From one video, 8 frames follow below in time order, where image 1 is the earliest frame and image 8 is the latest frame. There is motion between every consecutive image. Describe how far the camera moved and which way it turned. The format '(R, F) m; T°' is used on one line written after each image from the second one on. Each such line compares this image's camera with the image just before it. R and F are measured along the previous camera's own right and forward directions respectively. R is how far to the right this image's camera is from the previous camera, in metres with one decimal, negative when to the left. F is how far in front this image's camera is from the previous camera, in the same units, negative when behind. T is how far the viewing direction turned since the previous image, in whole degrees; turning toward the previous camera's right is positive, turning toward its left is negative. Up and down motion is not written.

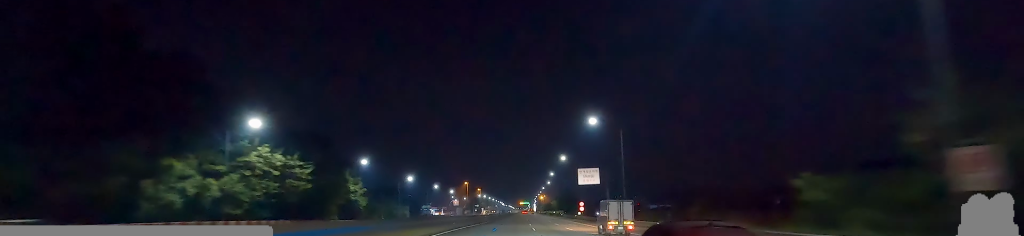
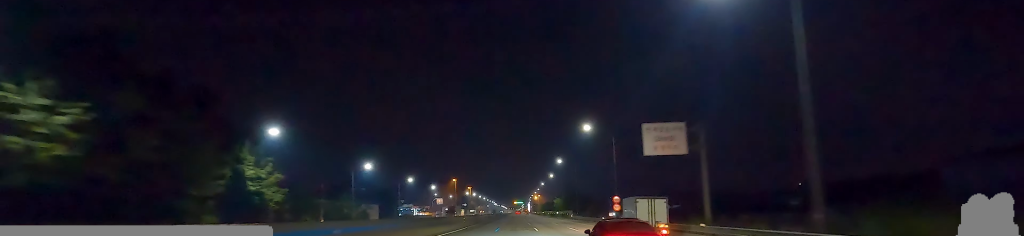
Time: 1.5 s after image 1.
(+1.2, +40.0) m; +2°
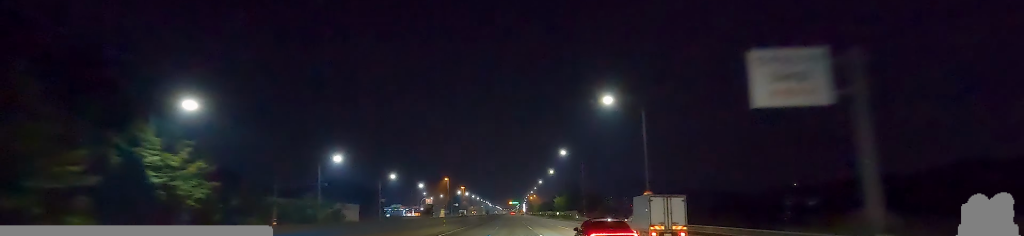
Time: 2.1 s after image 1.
(+0.1, +17.2) m; 0°
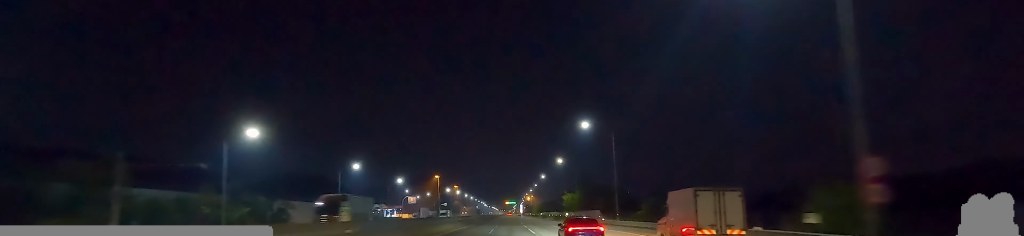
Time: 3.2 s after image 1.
(-0.1, +30.9) m; 0°
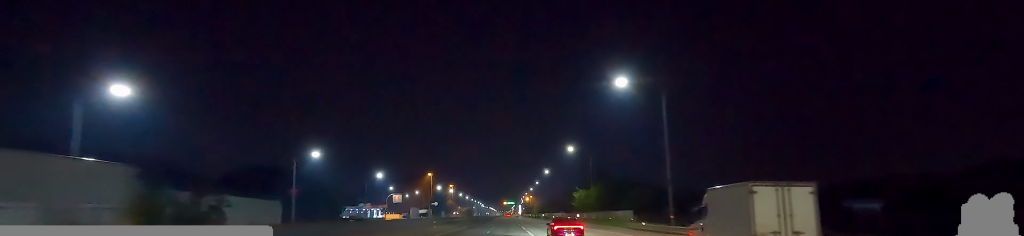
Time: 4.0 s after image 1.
(-0.1, +21.9) m; -2°
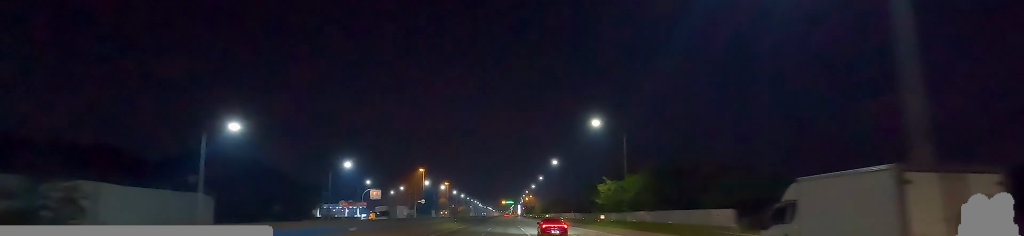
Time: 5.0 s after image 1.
(-0.5, +25.5) m; -2°
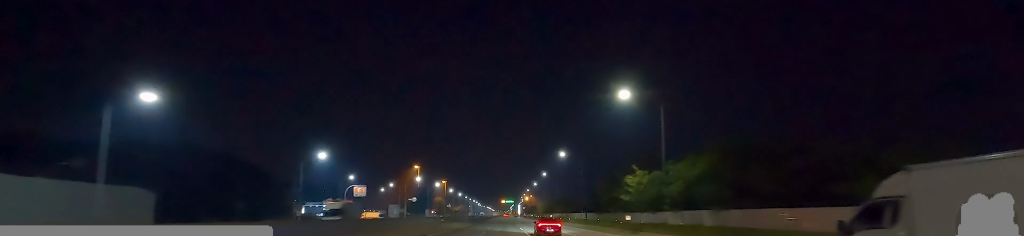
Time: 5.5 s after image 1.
(-0.8, +14.5) m; 0°
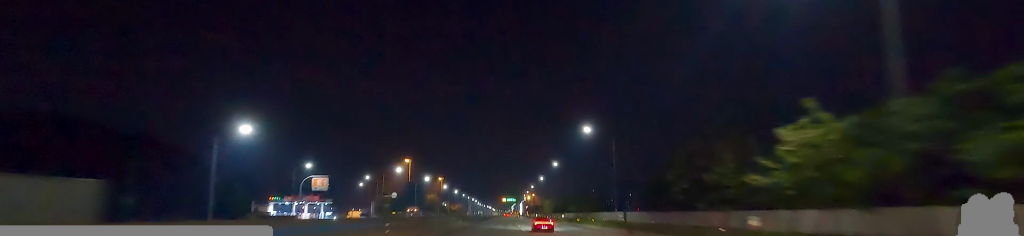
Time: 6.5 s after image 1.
(+1.3, +27.3) m; +3°
